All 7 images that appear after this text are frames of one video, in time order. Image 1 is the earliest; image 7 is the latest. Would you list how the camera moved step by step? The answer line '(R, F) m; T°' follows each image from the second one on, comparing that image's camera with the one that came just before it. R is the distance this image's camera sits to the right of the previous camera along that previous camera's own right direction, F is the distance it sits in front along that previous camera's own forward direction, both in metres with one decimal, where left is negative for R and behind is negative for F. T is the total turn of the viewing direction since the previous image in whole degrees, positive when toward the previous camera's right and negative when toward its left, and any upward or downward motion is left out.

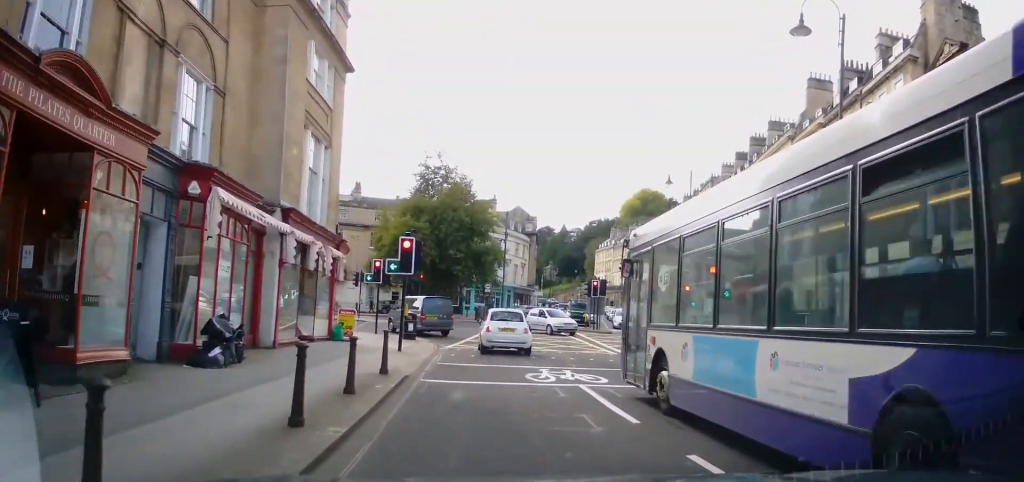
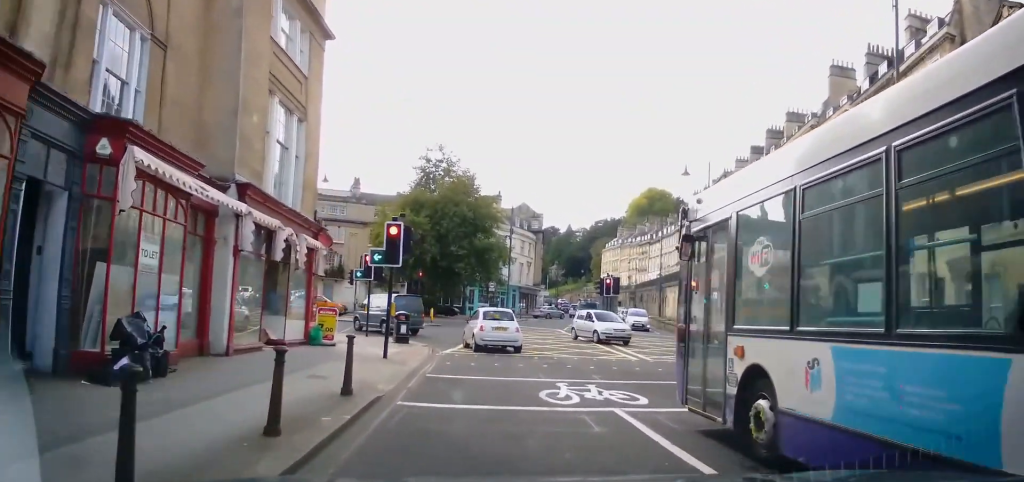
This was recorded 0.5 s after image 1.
(0.0, +2.6) m; -4°
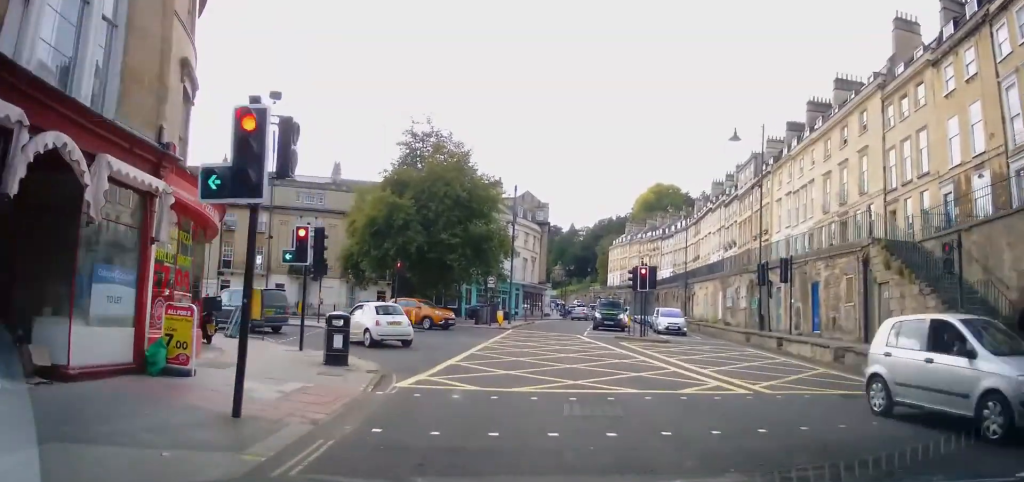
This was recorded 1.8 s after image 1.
(-0.5, +7.6) m; -3°
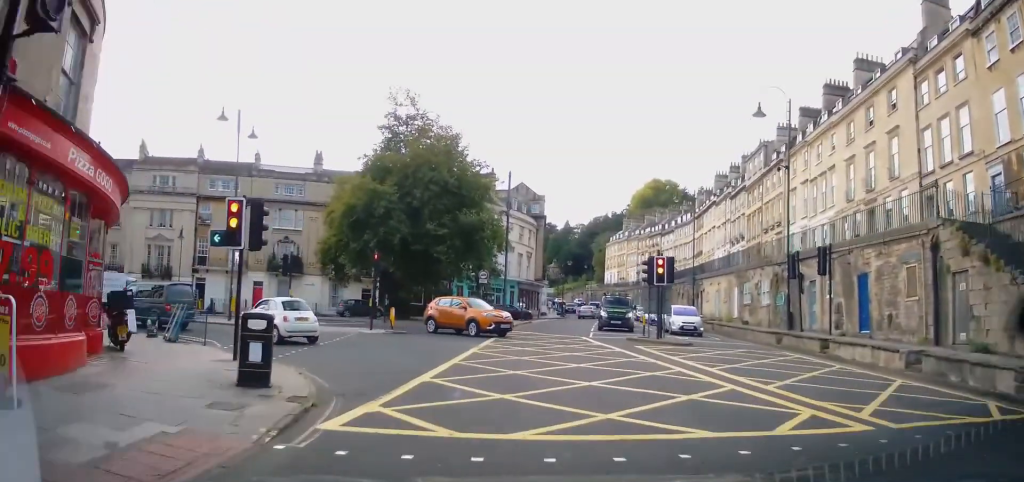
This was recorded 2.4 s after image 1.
(+0.1, +3.7) m; +1°
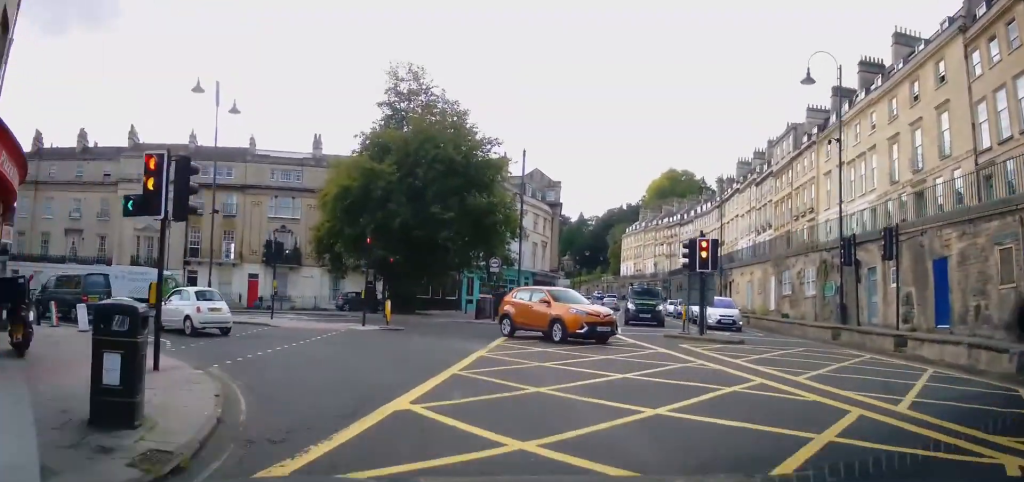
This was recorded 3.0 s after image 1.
(0.0, +3.5) m; -2°
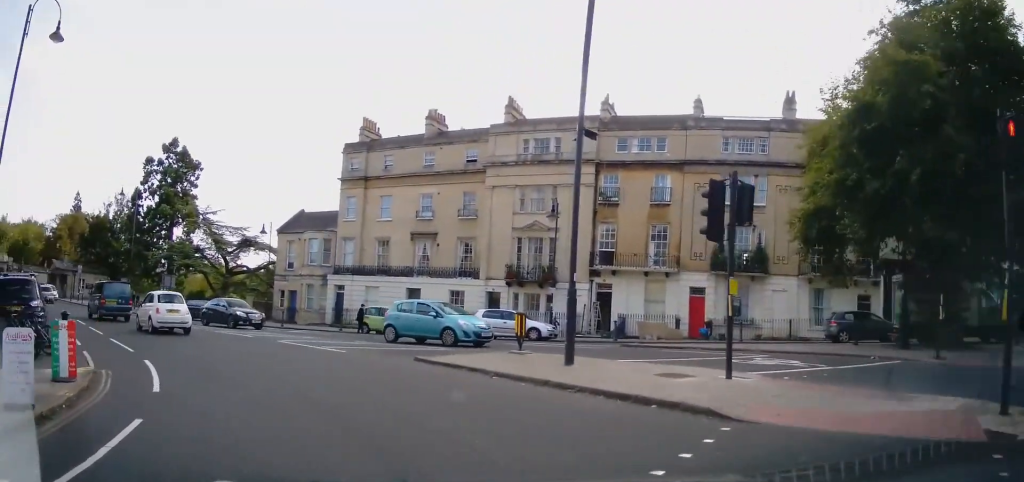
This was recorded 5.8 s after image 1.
(-3.2, +16.2) m; -33°
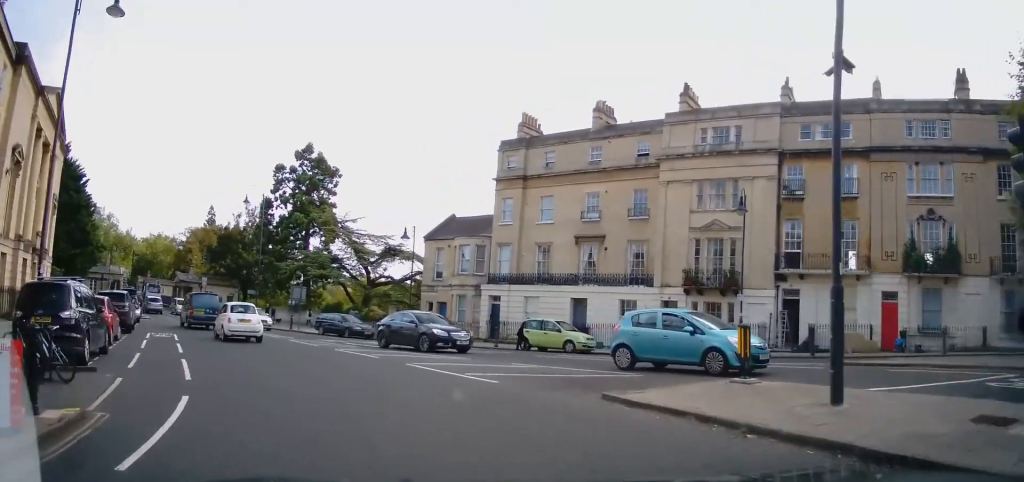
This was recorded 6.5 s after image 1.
(-0.6, +4.0) m; -15°
